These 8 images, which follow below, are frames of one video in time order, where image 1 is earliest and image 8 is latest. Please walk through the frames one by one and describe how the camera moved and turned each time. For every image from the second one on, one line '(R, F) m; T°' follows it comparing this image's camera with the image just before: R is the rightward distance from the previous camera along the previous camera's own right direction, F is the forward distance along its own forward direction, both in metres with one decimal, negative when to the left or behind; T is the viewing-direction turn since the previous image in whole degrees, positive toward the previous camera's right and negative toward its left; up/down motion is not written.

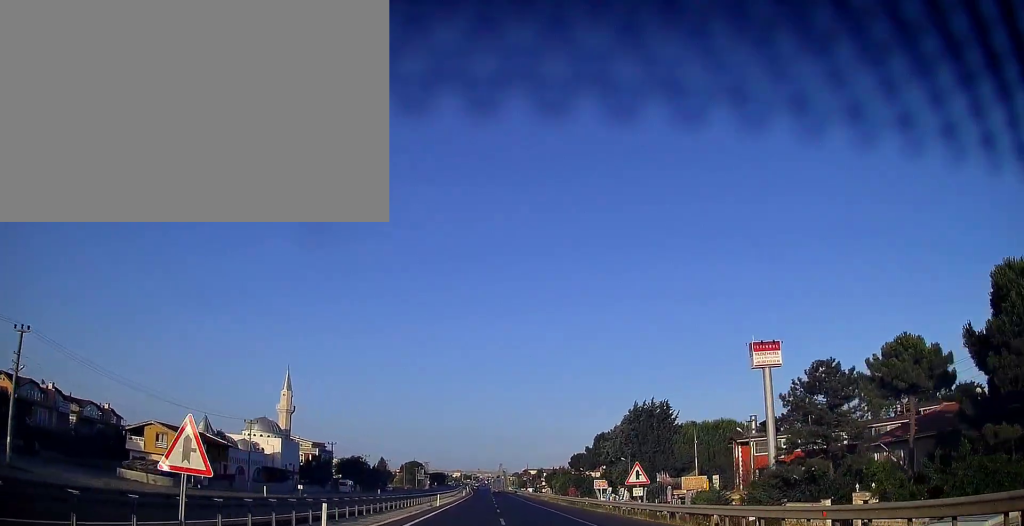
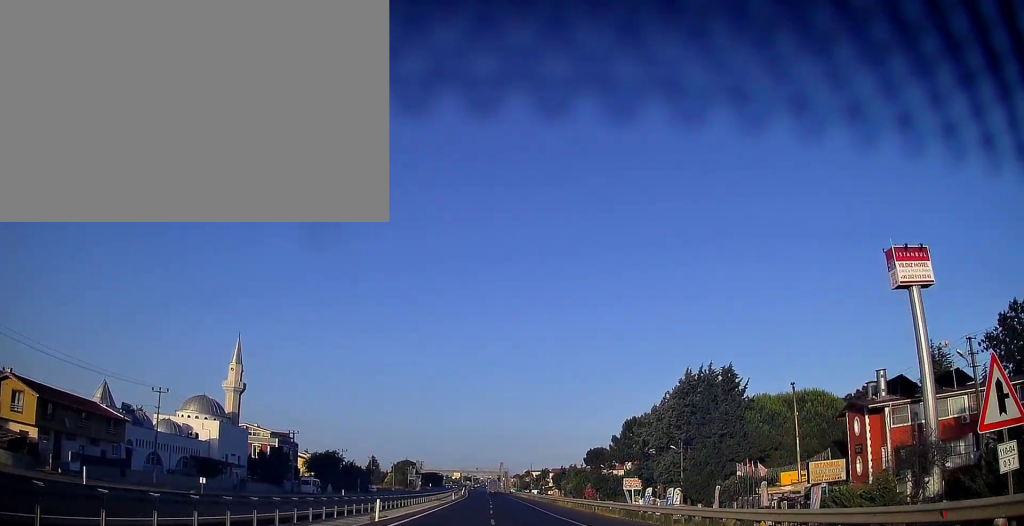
(0.0, +25.4) m; 0°
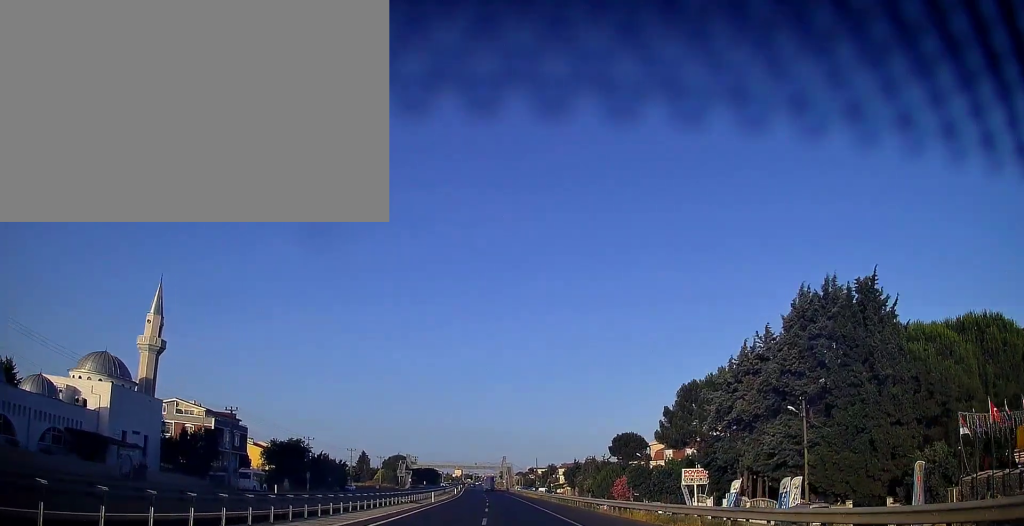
(0.0, +25.4) m; 0°
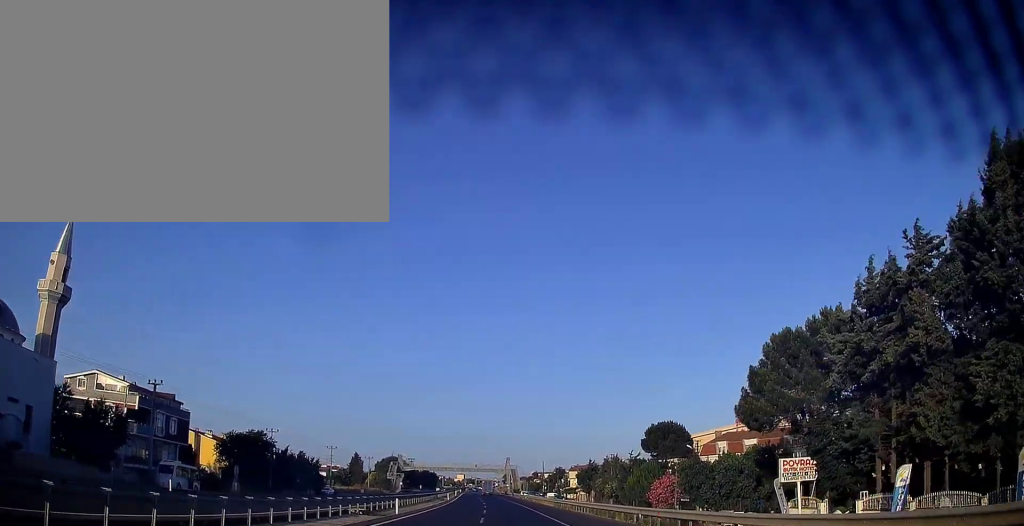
(0.0, +18.6) m; 0°
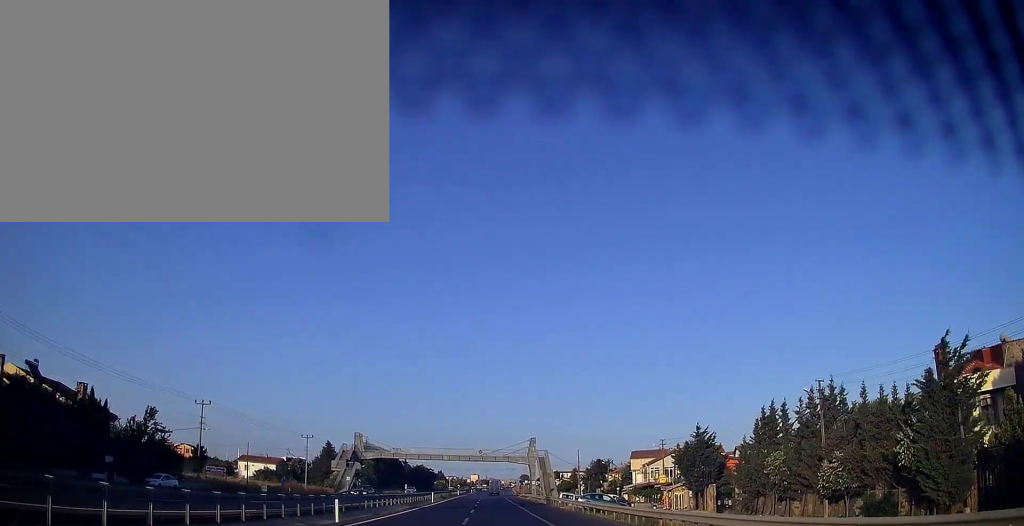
(-0.9, +62.6) m; -1°
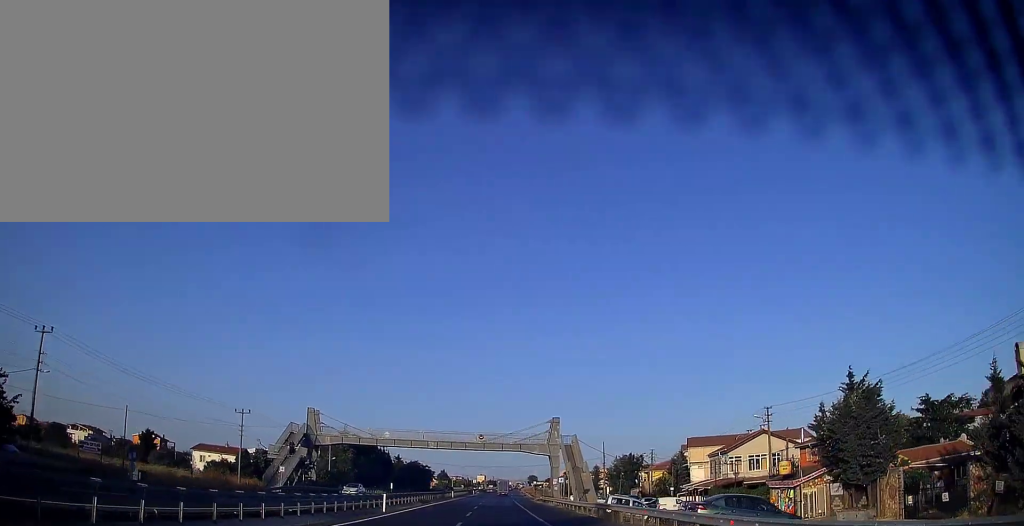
(-0.1, +28.3) m; -1°
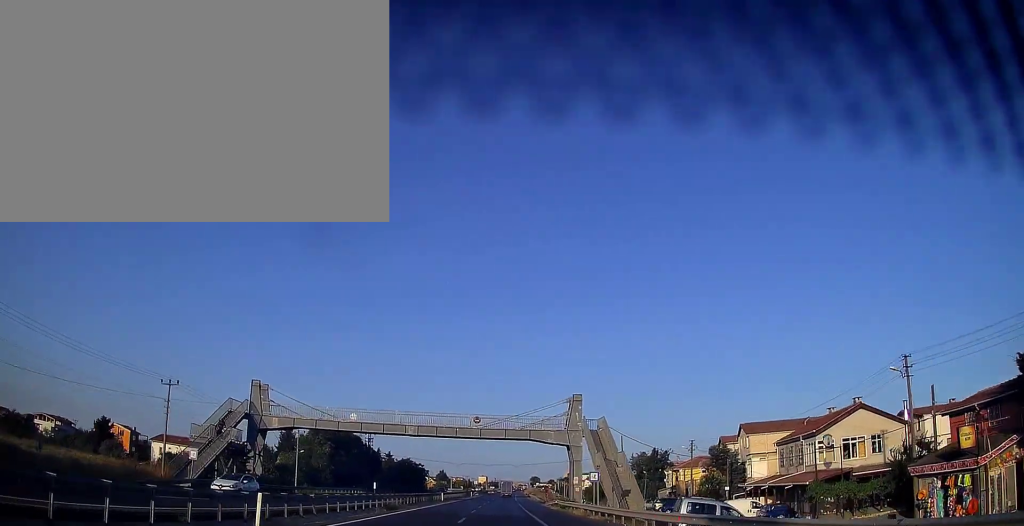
(-0.1, +17.6) m; 0°
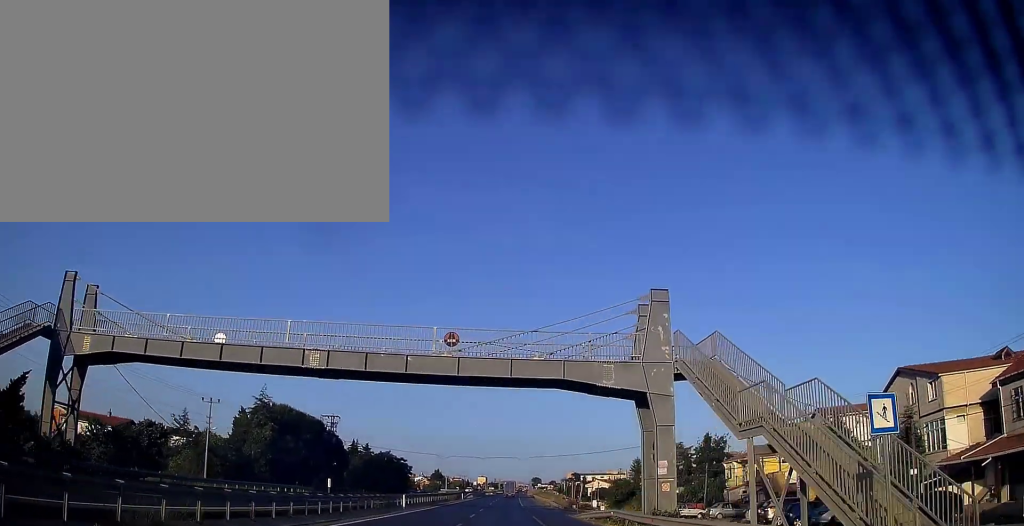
(0.0, +27.4) m; 0°
